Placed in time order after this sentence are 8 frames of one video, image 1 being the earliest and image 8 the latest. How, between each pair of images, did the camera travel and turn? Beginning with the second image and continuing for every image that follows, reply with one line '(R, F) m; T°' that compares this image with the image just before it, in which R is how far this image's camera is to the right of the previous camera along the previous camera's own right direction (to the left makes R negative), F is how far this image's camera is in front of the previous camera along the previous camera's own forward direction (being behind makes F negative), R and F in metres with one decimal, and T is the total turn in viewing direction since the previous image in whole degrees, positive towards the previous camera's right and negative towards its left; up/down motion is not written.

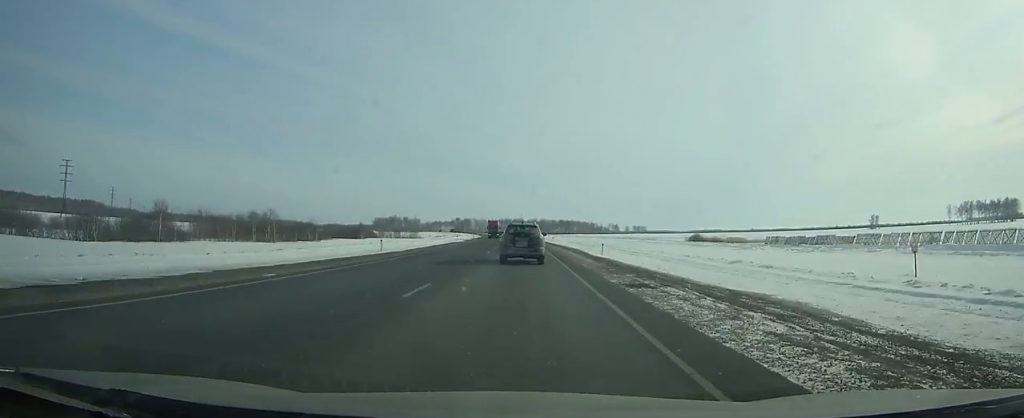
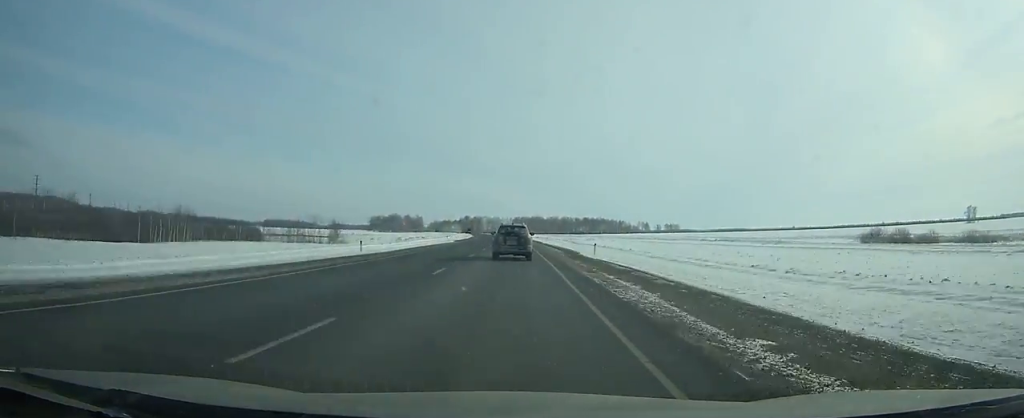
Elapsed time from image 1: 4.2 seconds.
(-1.8, +103.2) m; -2°
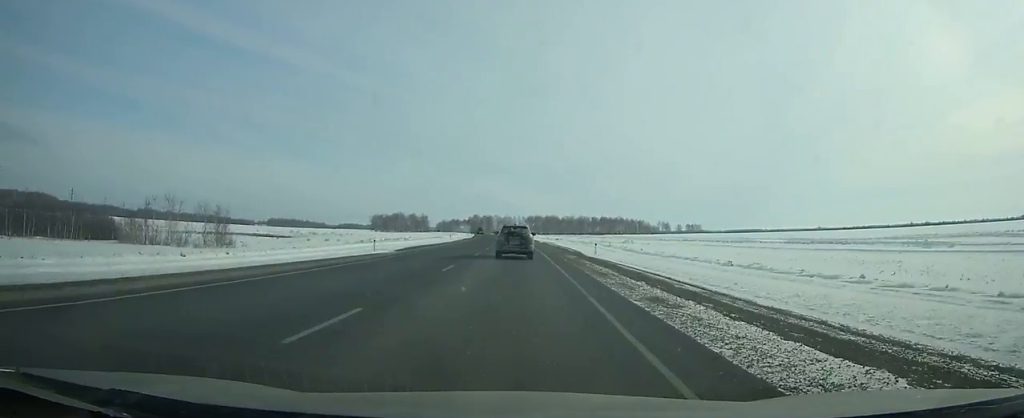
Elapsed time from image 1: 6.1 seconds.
(-0.5, +47.2) m; -1°
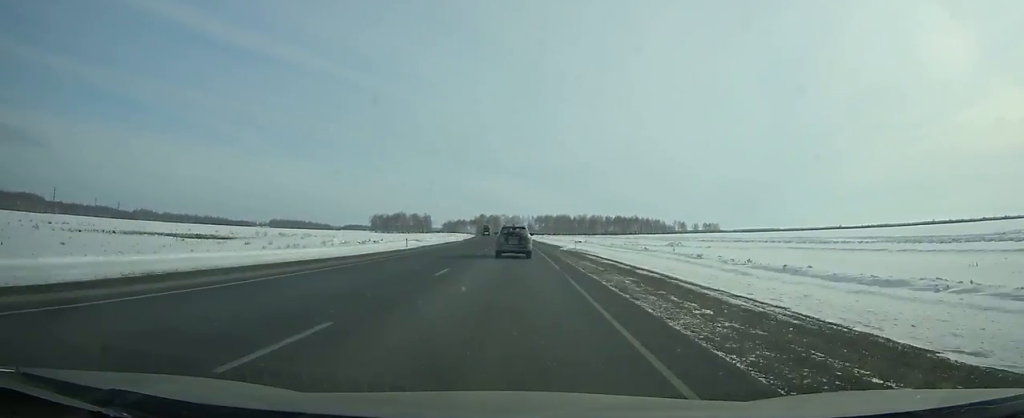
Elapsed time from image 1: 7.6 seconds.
(-0.4, +37.7) m; -1°
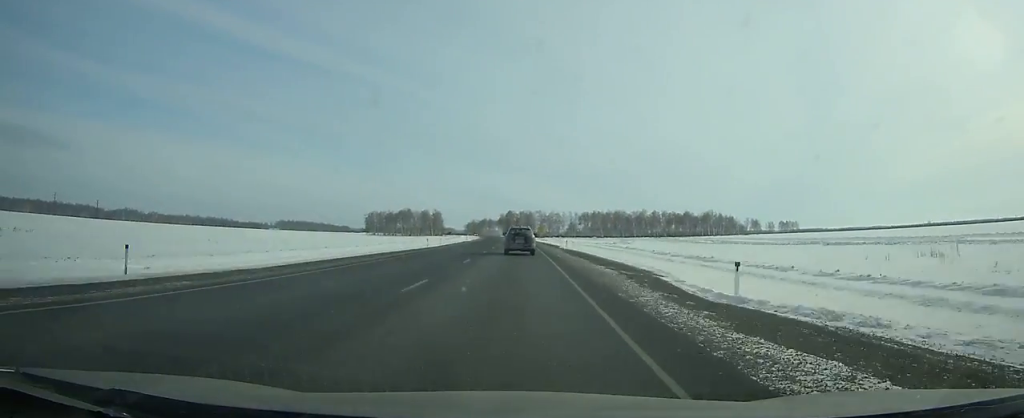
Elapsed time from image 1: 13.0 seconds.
(-3.4, +137.7) m; -3°
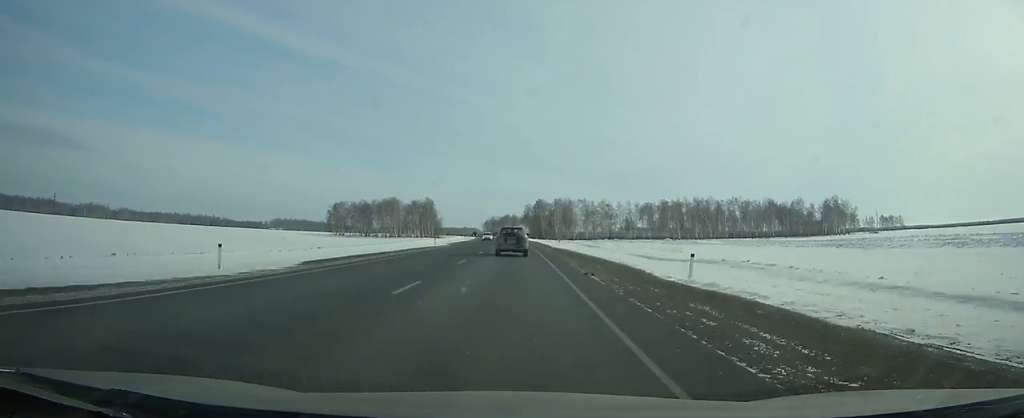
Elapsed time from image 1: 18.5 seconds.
(-3.8, +142.8) m; -3°
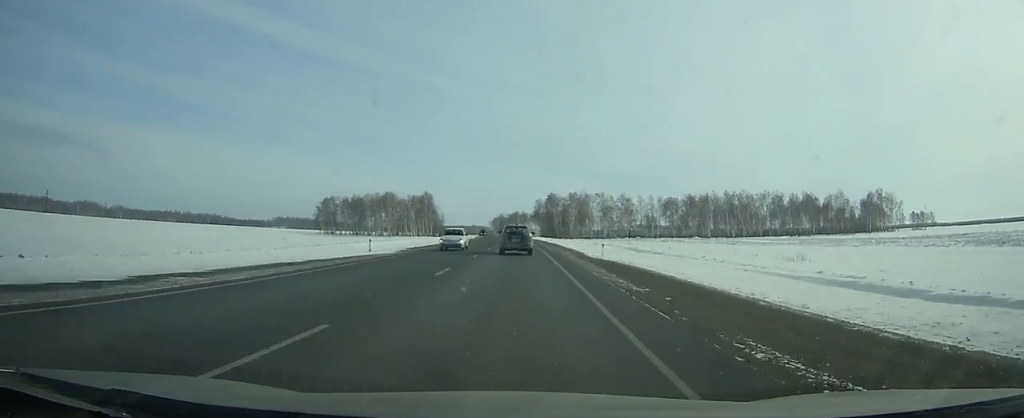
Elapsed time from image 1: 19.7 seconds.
(-0.5, +31.1) m; -1°
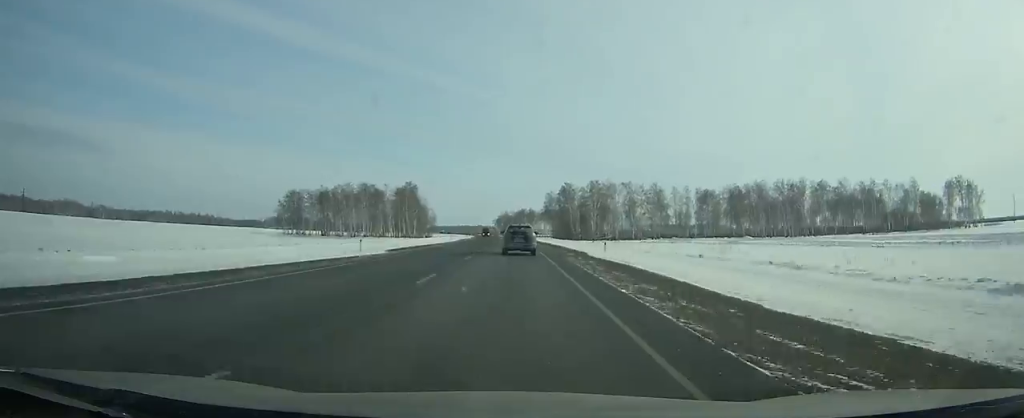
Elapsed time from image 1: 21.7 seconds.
(-0.4, +51.8) m; -1°
